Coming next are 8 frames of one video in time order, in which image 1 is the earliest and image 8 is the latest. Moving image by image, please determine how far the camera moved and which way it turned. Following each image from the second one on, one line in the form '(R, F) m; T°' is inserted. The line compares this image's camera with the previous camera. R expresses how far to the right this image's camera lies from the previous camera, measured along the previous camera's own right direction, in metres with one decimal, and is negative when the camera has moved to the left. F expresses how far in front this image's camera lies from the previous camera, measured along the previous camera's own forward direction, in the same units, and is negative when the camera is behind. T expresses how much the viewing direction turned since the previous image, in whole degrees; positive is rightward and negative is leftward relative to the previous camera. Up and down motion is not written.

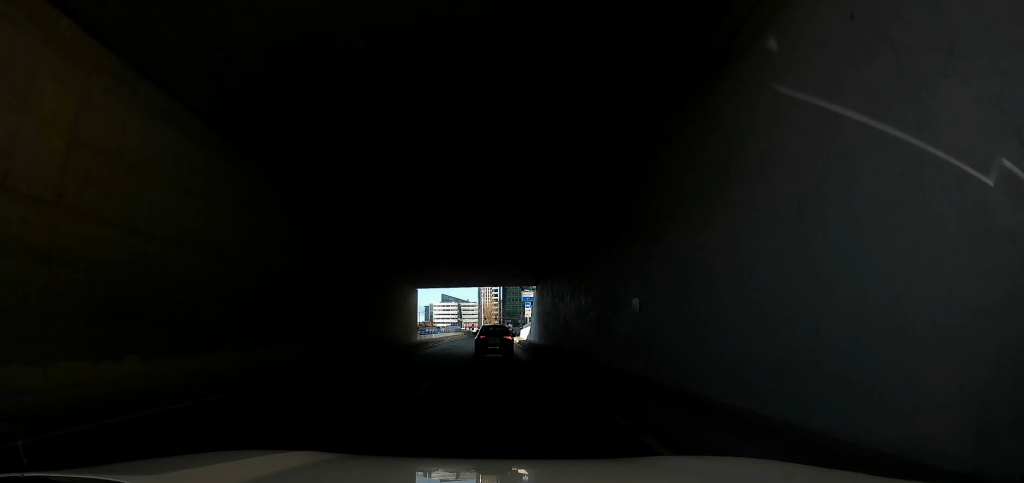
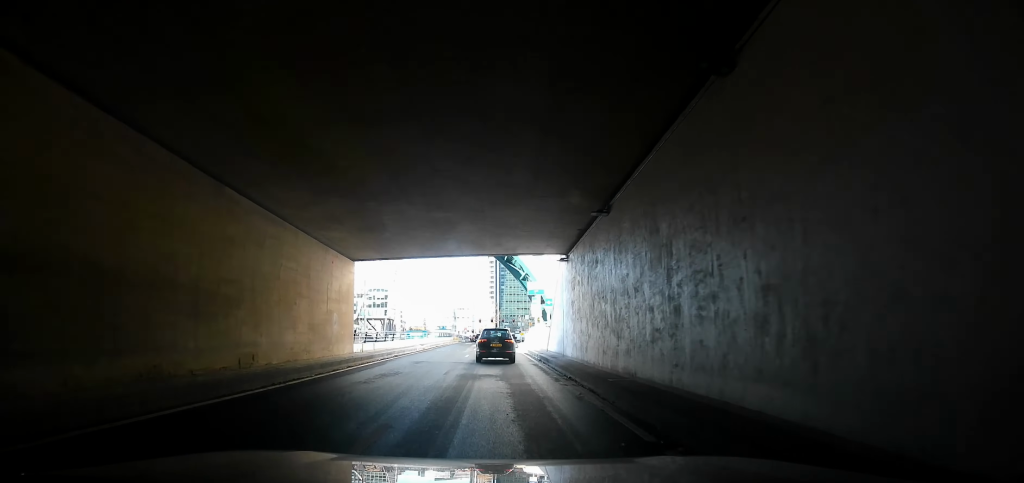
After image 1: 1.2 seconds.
(0.0, +19.9) m; 0°
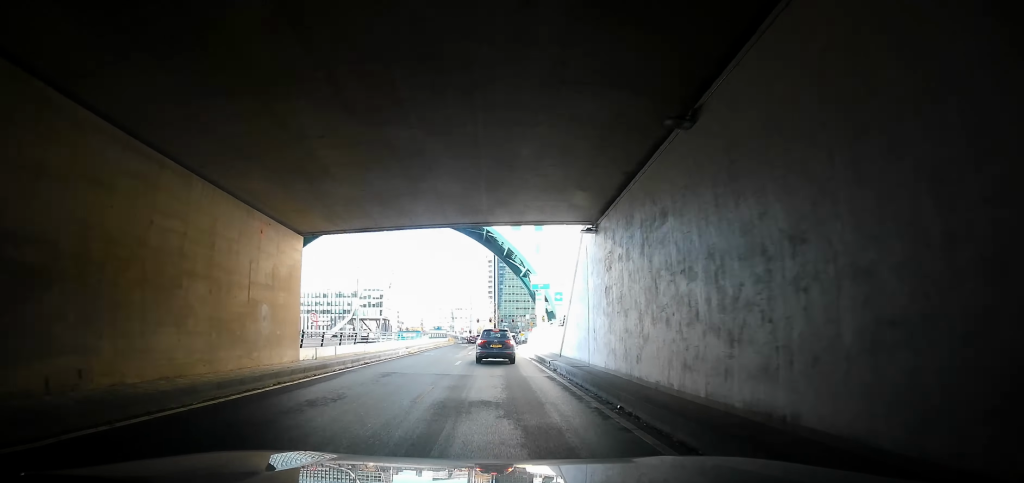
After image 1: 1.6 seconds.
(0.0, +7.4) m; 0°
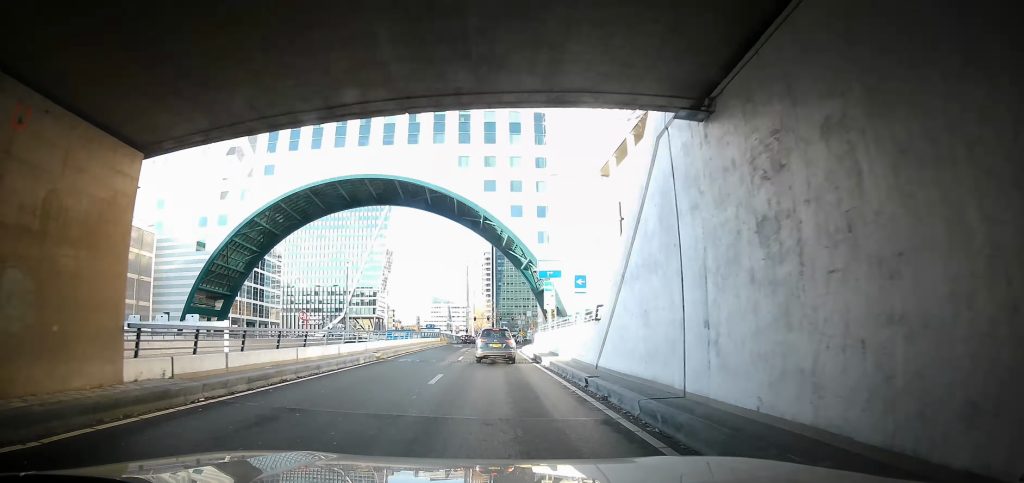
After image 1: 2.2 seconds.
(-0.1, +9.4) m; +1°
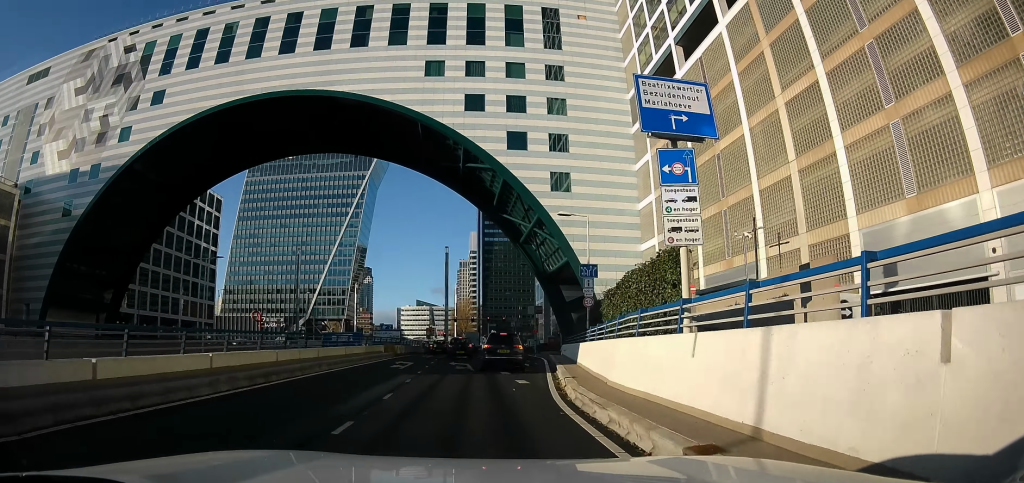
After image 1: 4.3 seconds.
(+1.1, +27.6) m; +4°
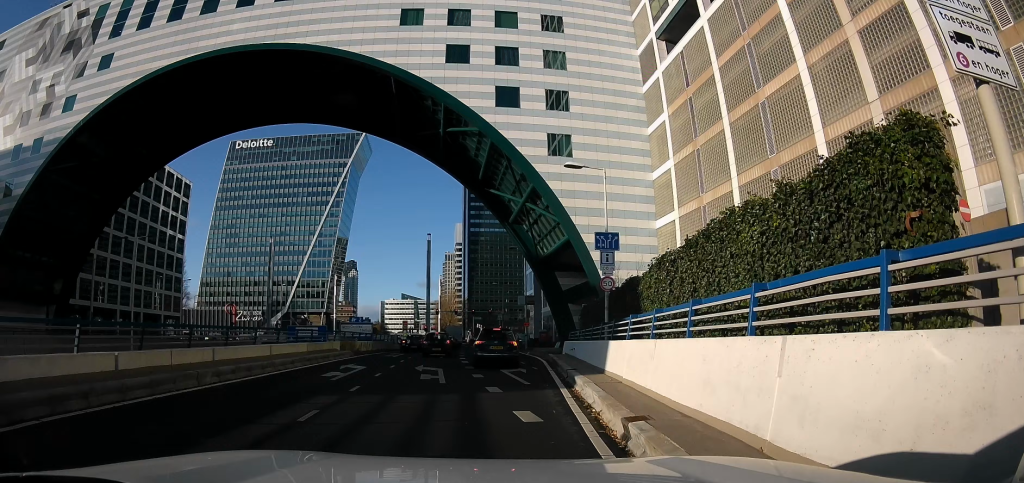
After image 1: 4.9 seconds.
(0.0, +7.1) m; 0°
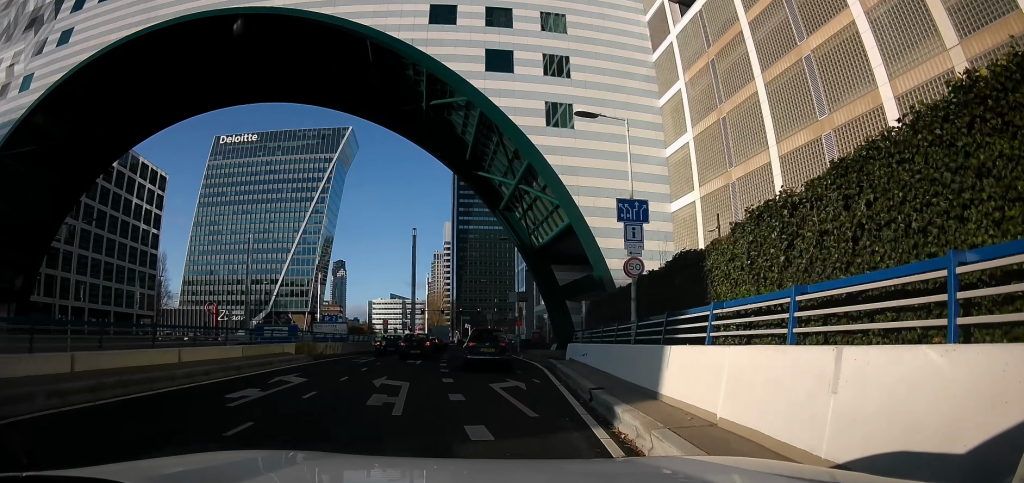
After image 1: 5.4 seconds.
(0.0, +4.9) m; 0°
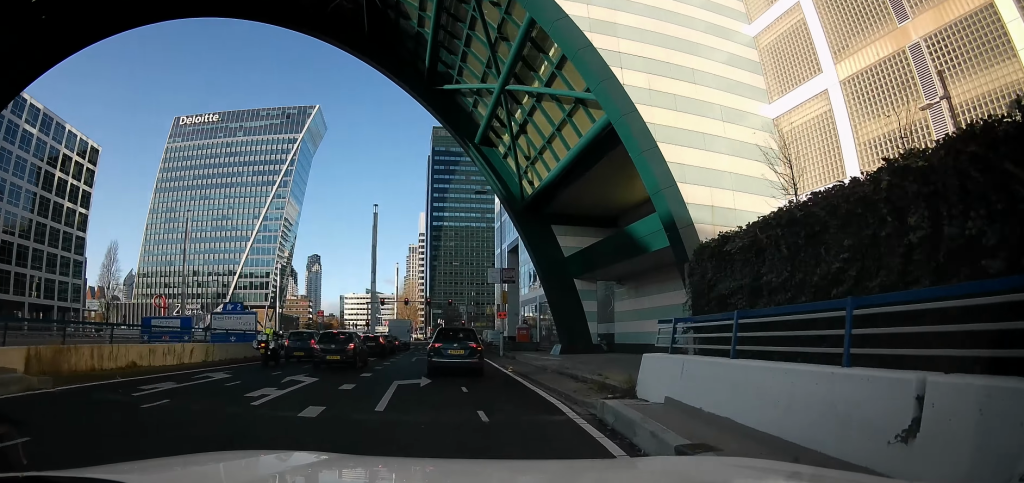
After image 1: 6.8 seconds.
(-0.3, +13.8) m; -4°
